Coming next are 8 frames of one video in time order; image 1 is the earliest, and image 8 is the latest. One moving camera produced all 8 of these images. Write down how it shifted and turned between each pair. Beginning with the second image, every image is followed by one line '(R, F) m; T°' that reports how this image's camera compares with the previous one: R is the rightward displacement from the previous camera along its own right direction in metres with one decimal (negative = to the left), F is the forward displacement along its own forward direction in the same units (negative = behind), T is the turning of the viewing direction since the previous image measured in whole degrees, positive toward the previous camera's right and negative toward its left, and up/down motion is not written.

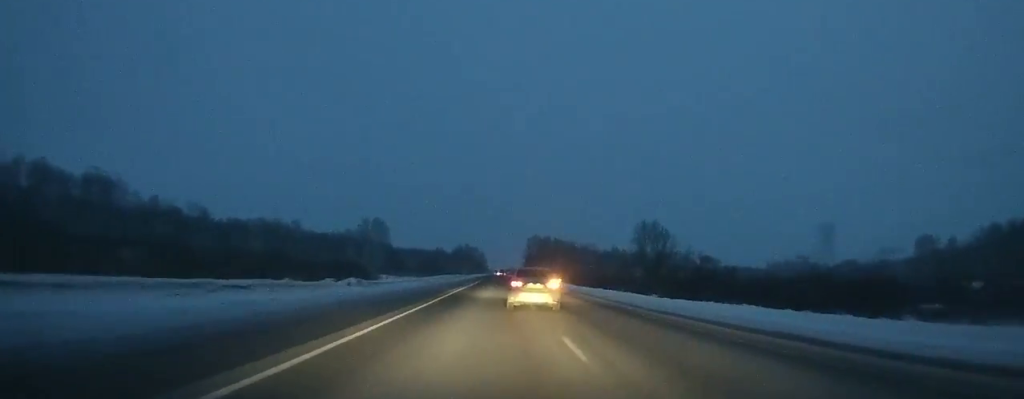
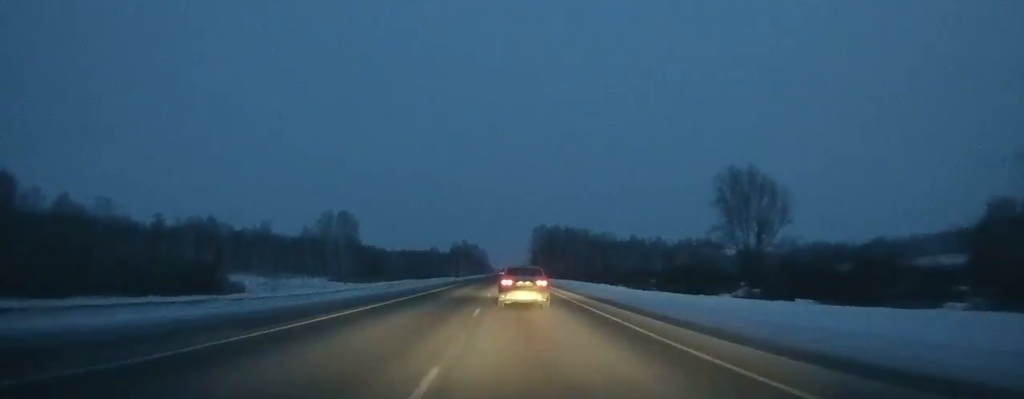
(+0.5, +51.0) m; -1°
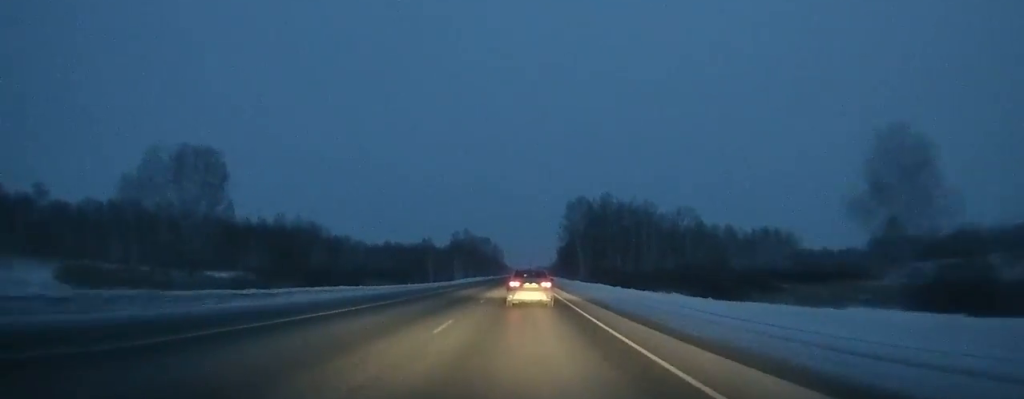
(-2.0, +101.0) m; -1°
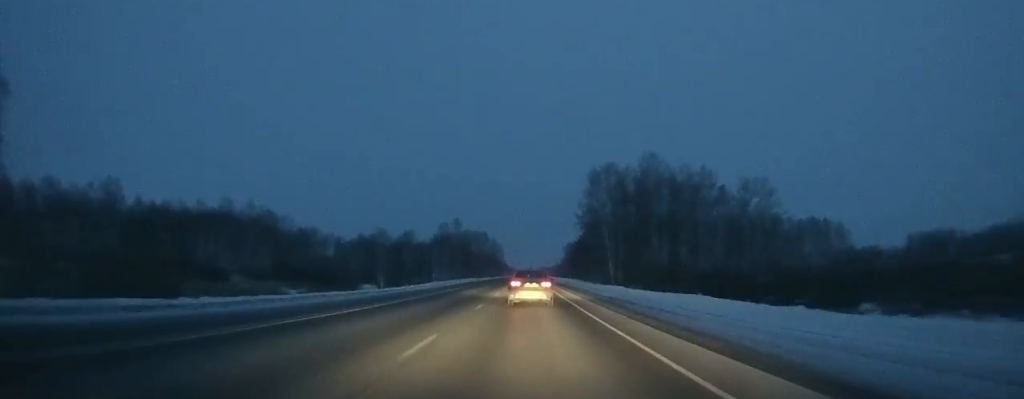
(-0.1, +52.0) m; 0°
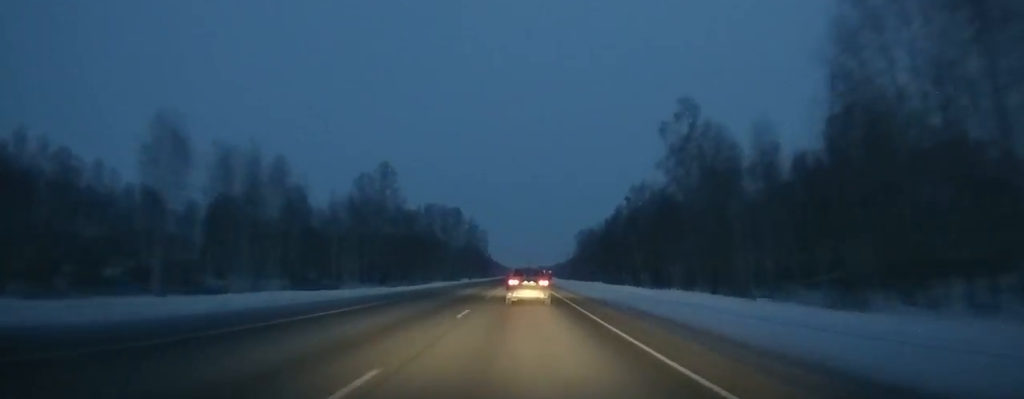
(+0.5, +111.9) m; 0°
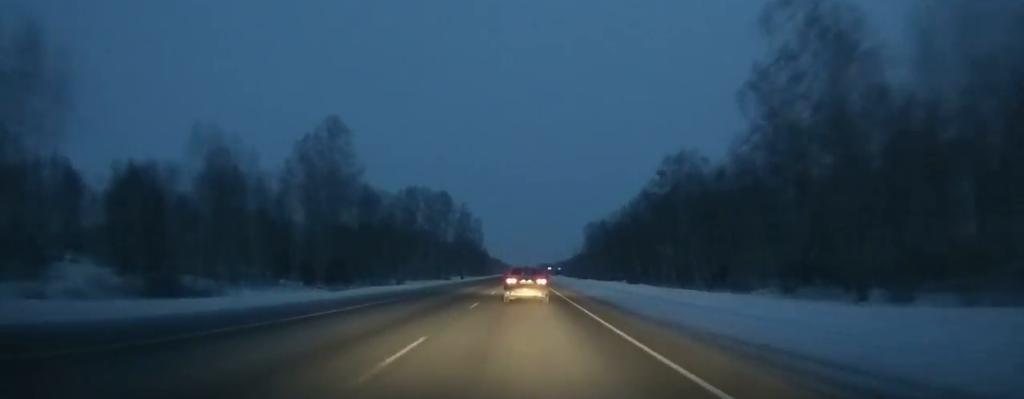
(0.0, +32.3) m; 0°
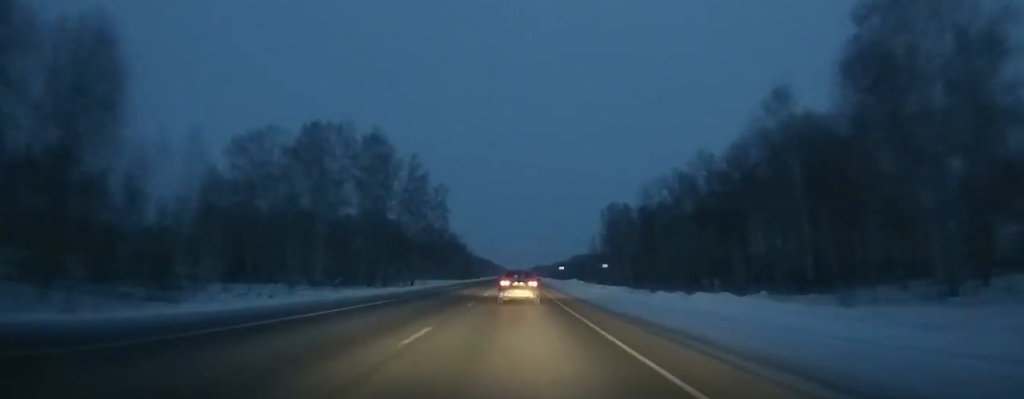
(+0.2, +69.3) m; 0°
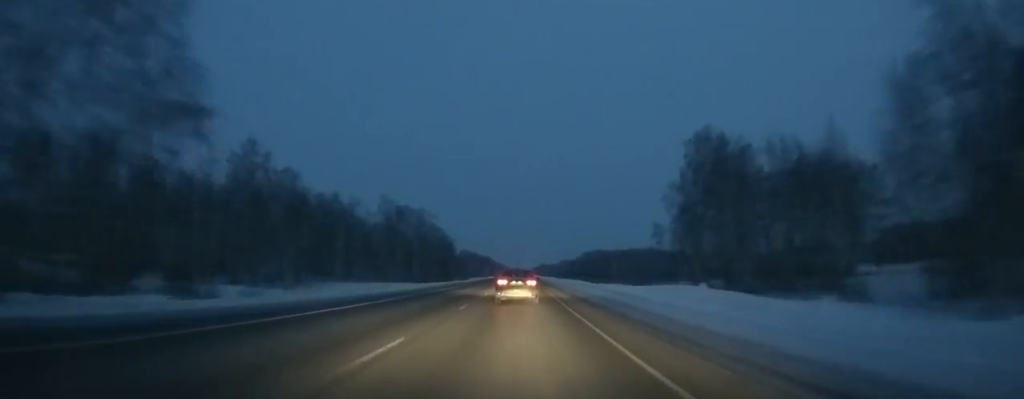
(-0.4, +85.6) m; 0°
